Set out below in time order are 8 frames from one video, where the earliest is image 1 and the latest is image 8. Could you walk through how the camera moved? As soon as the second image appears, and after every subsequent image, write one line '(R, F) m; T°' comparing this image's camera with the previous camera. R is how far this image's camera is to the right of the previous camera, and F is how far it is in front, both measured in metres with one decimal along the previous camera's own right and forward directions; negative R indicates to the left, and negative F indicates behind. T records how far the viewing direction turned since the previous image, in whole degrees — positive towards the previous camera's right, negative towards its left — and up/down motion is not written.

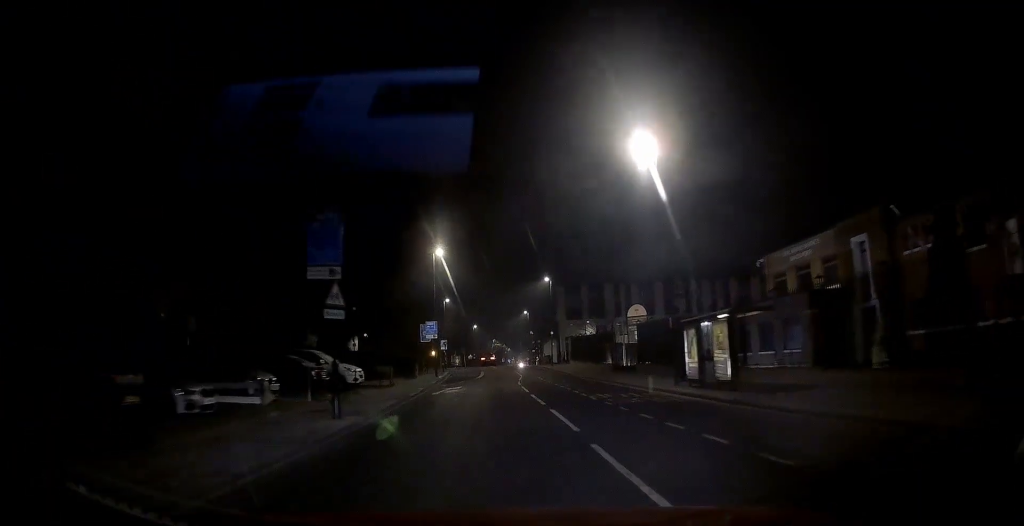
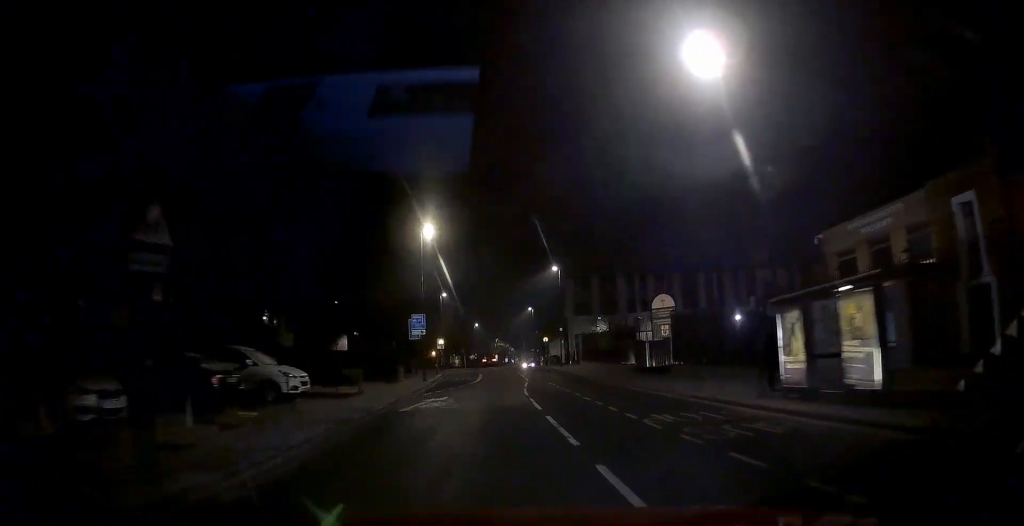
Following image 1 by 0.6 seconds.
(0.0, +7.4) m; -1°
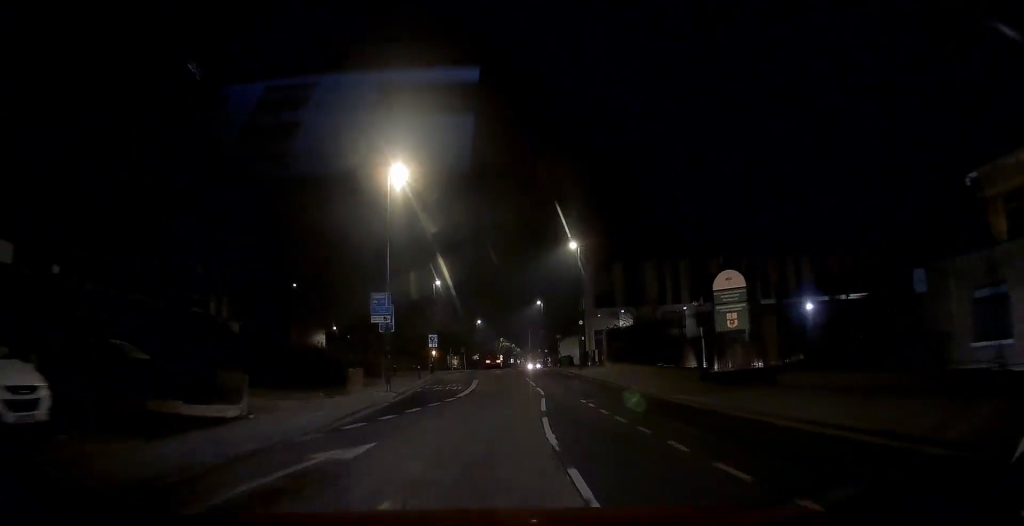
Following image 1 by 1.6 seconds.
(-0.1, +12.4) m; -1°
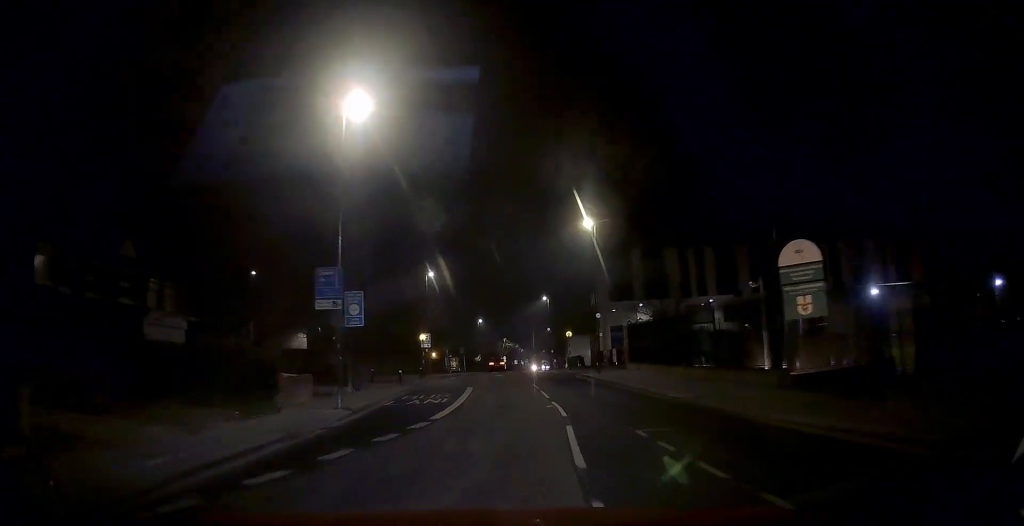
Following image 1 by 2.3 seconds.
(0.0, +8.3) m; 0°
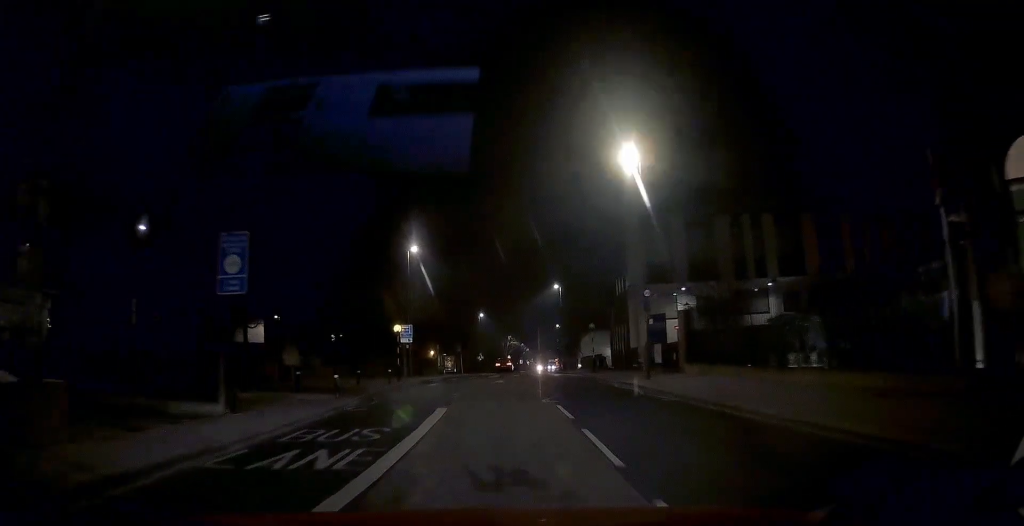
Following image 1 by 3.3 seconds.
(0.0, +11.8) m; 0°
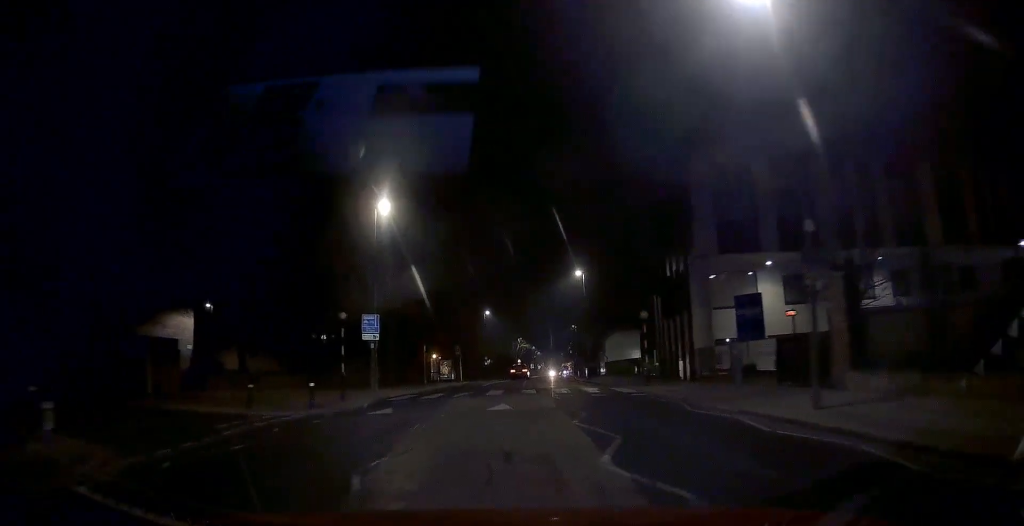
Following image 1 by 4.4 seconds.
(0.0, +12.9) m; 0°
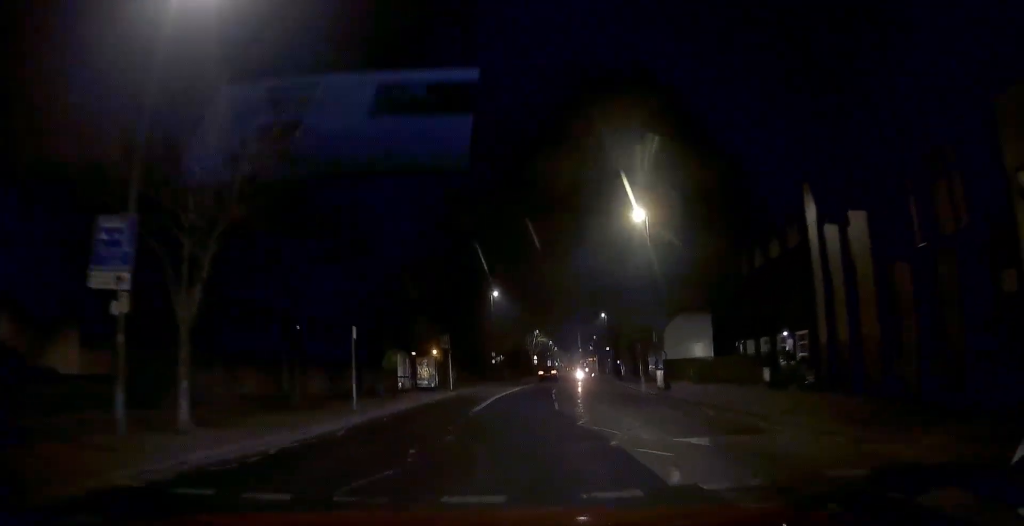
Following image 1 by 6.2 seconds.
(-0.3, +22.5) m; -2°
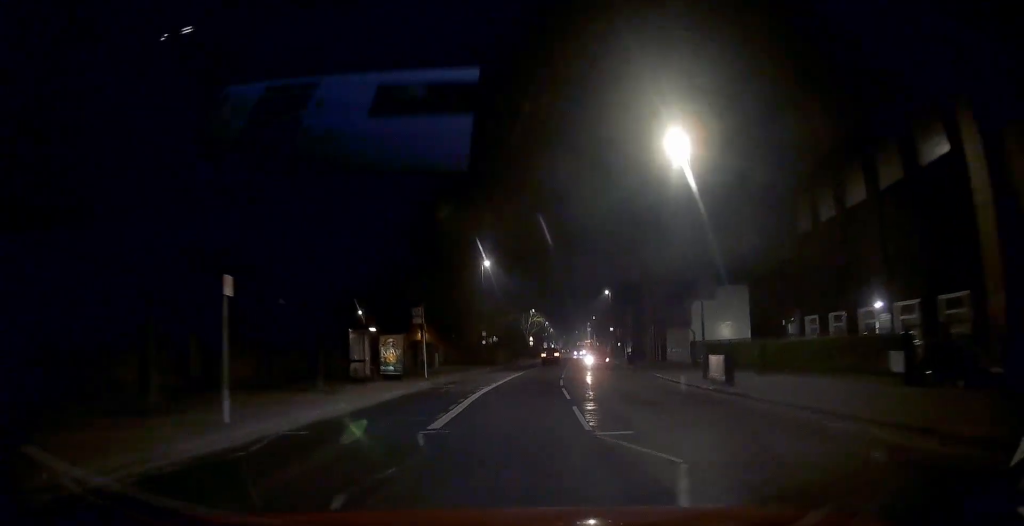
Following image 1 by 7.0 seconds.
(-0.1, +10.6) m; 0°
